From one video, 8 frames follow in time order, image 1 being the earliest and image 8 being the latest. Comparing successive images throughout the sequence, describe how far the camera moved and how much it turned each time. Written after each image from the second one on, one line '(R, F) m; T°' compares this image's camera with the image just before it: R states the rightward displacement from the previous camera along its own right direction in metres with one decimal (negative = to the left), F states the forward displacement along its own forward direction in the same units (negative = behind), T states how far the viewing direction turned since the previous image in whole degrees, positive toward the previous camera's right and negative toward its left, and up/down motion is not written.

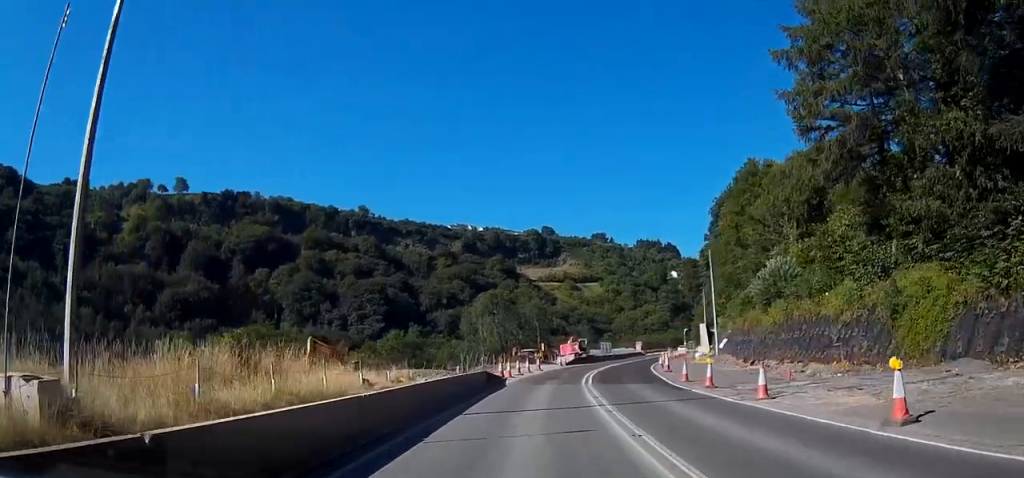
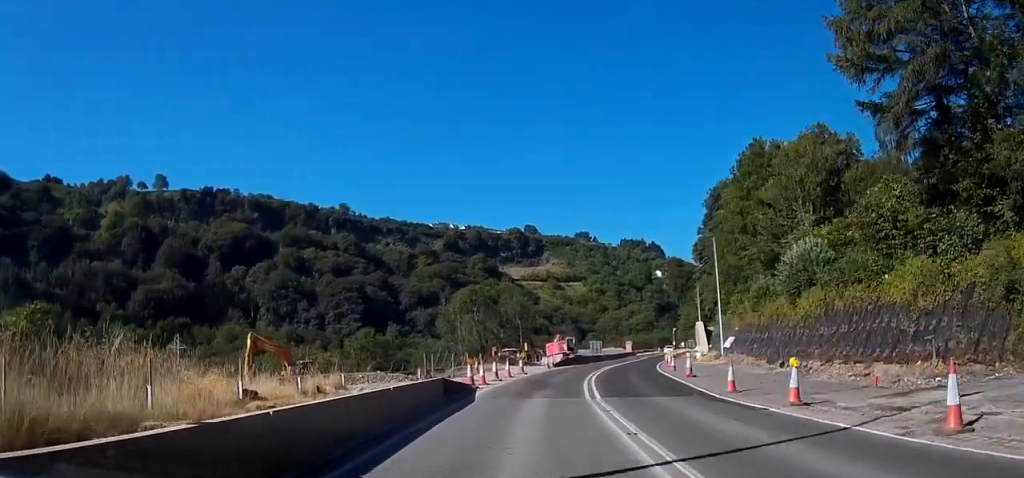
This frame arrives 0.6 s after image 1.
(0.0, +9.5) m; 0°
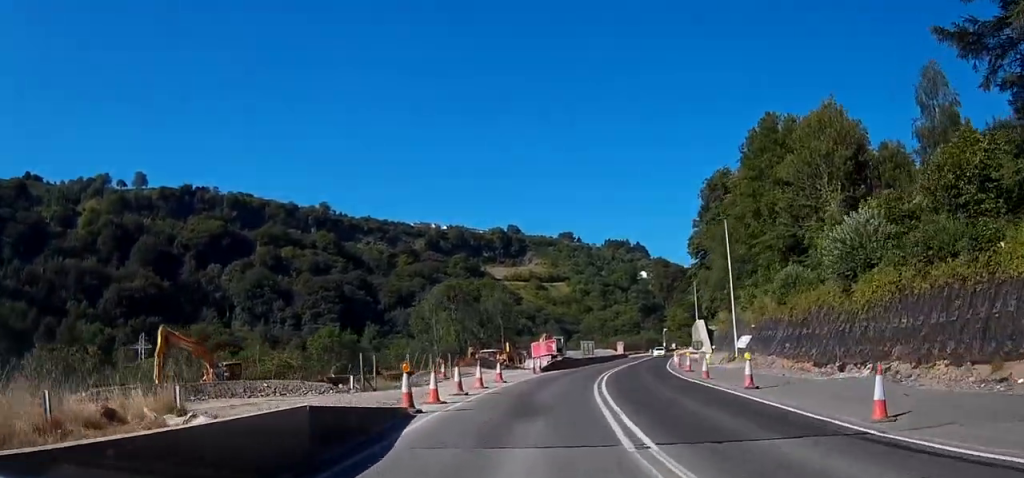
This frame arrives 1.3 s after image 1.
(0.0, +10.8) m; +1°
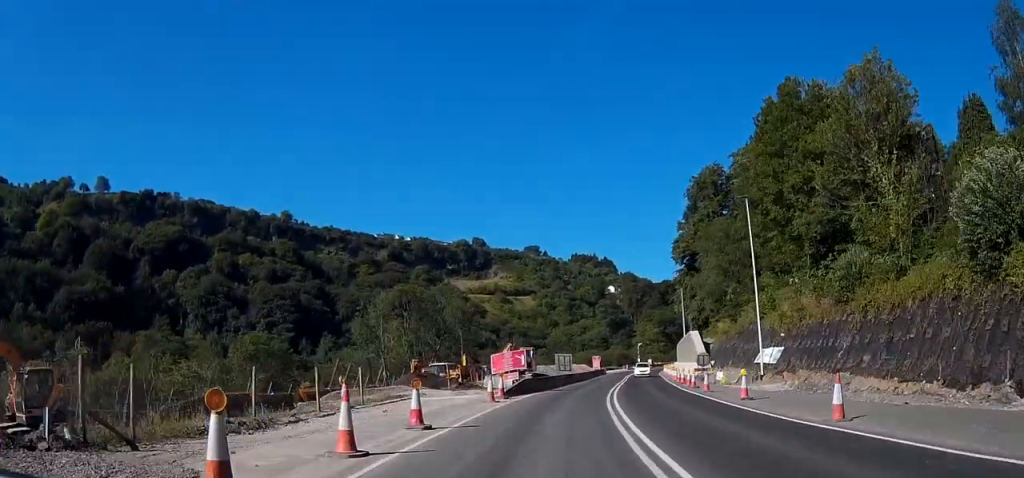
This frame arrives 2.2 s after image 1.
(+0.2, +15.8) m; +2°
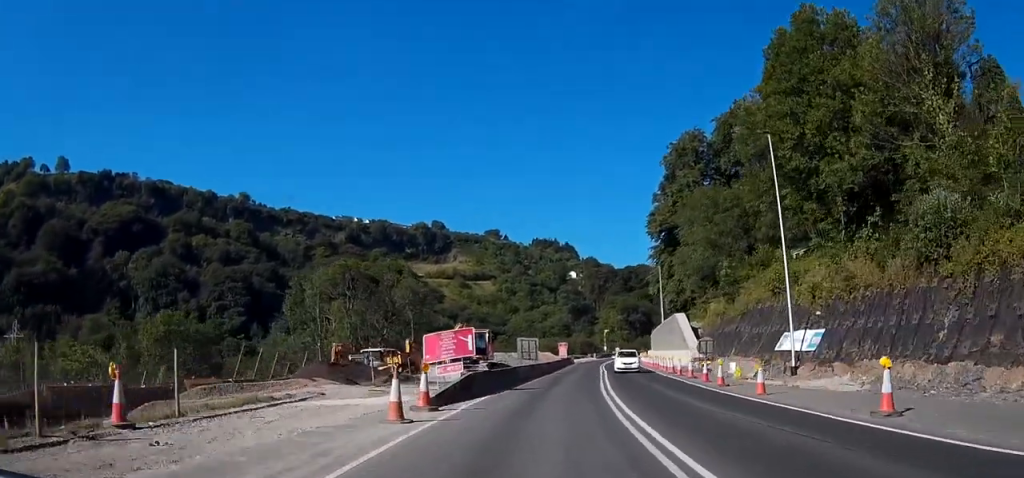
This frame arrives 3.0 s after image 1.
(+0.2, +12.6) m; +3°
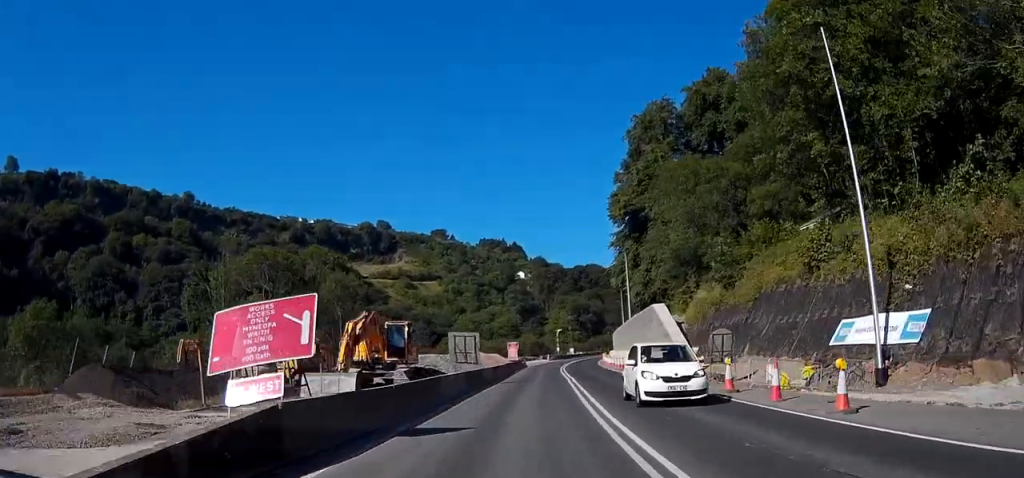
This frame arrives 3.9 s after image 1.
(+0.5, +14.1) m; +4°
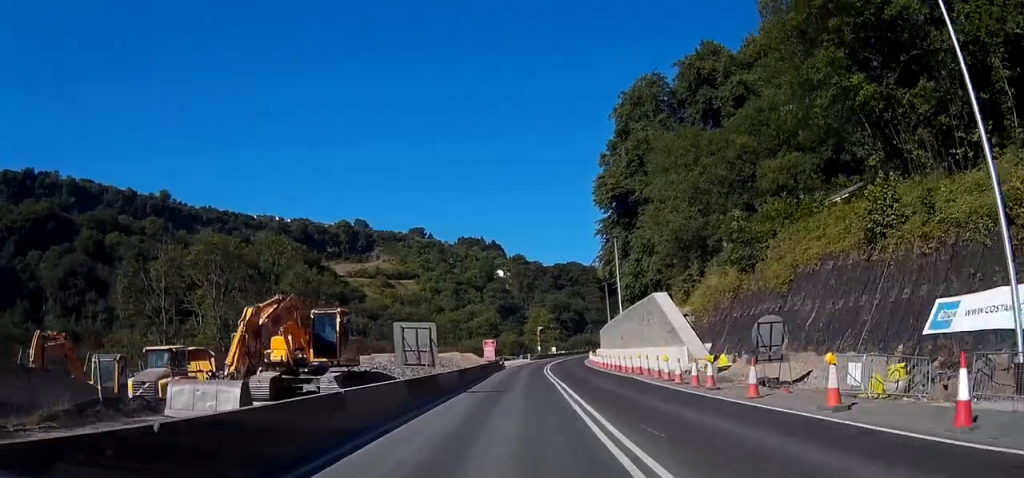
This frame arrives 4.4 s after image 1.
(+0.3, +8.8) m; +1°
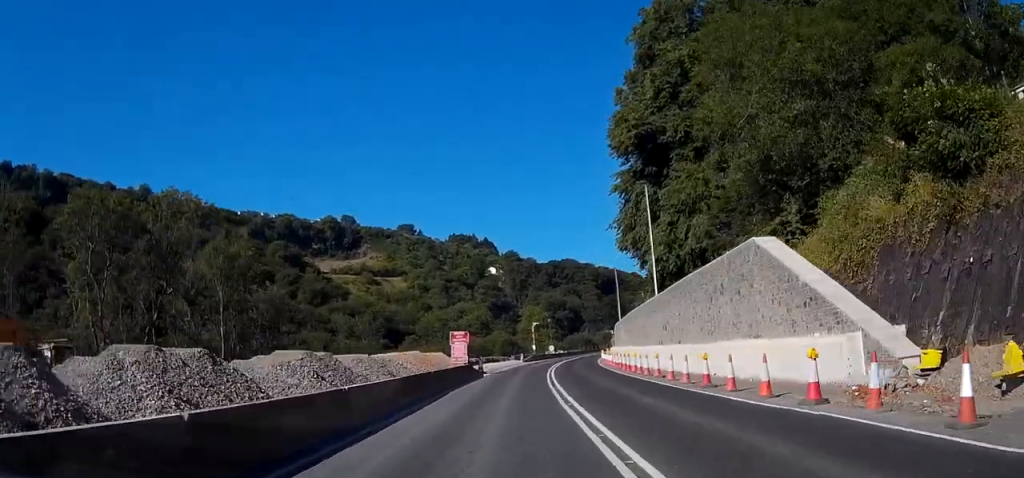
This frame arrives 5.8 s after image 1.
(+0.3, +23.2) m; +1°
